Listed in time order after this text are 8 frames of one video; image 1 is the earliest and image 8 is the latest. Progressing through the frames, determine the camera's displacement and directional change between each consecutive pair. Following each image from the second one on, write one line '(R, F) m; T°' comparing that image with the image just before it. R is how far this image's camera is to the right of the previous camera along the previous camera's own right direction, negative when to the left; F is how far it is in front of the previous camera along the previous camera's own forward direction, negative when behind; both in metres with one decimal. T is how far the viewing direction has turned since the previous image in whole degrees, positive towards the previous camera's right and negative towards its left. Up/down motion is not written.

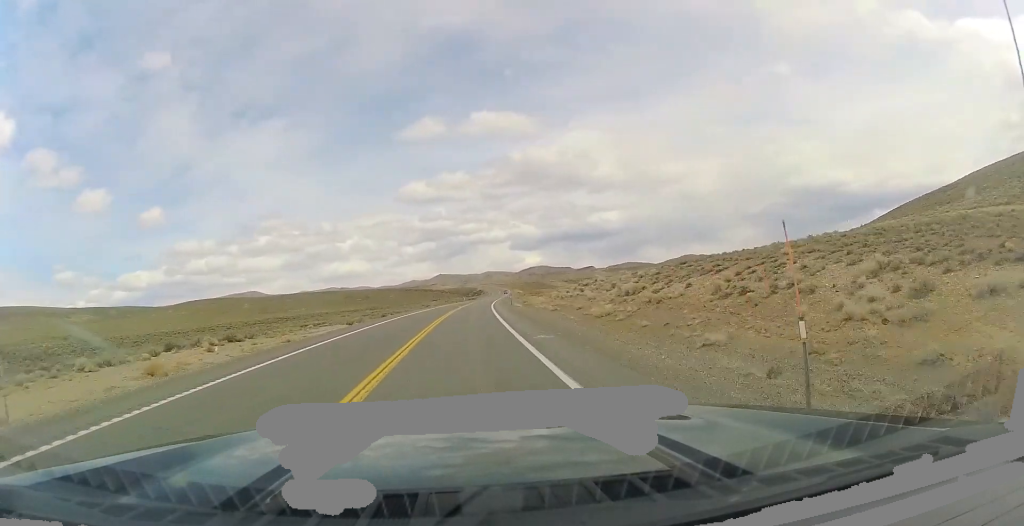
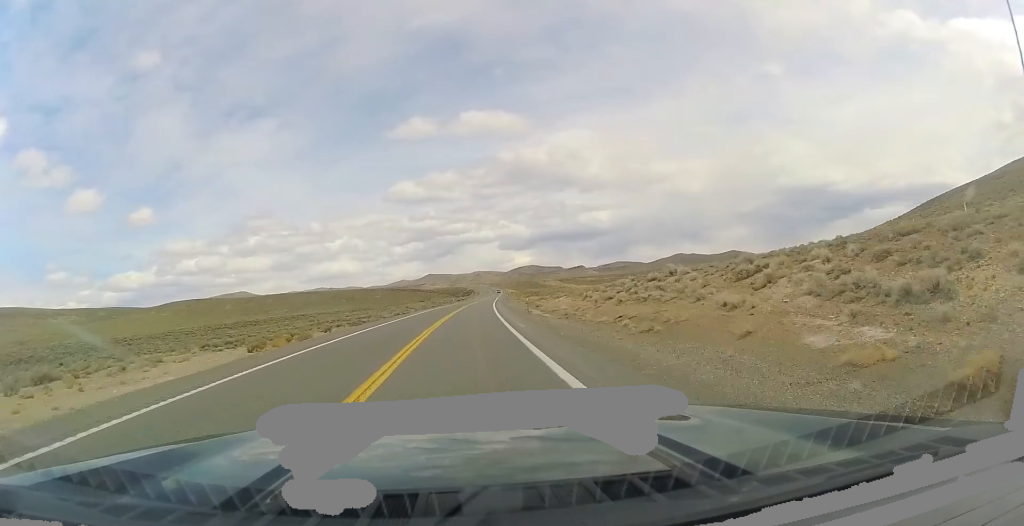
(+0.5, +24.2) m; +2°
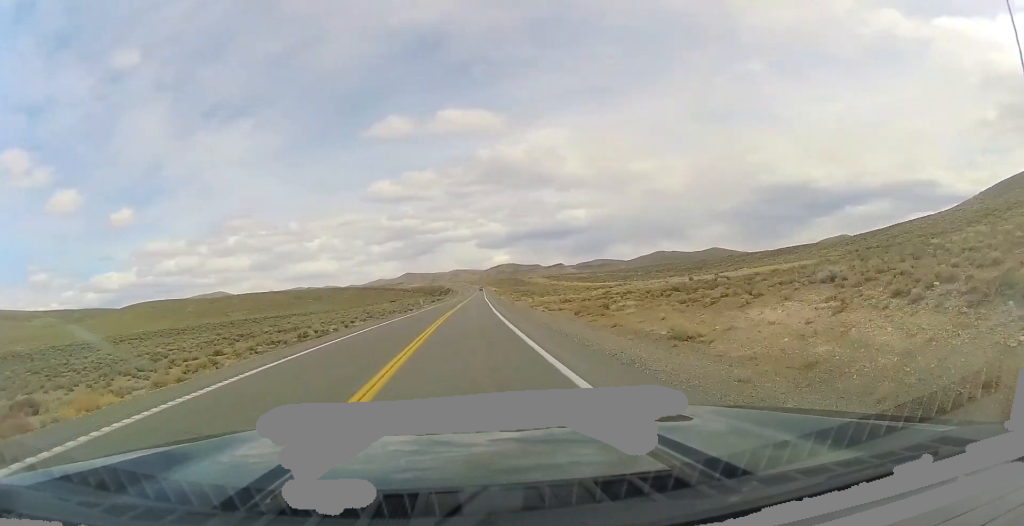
(+1.3, +44.5) m; +2°
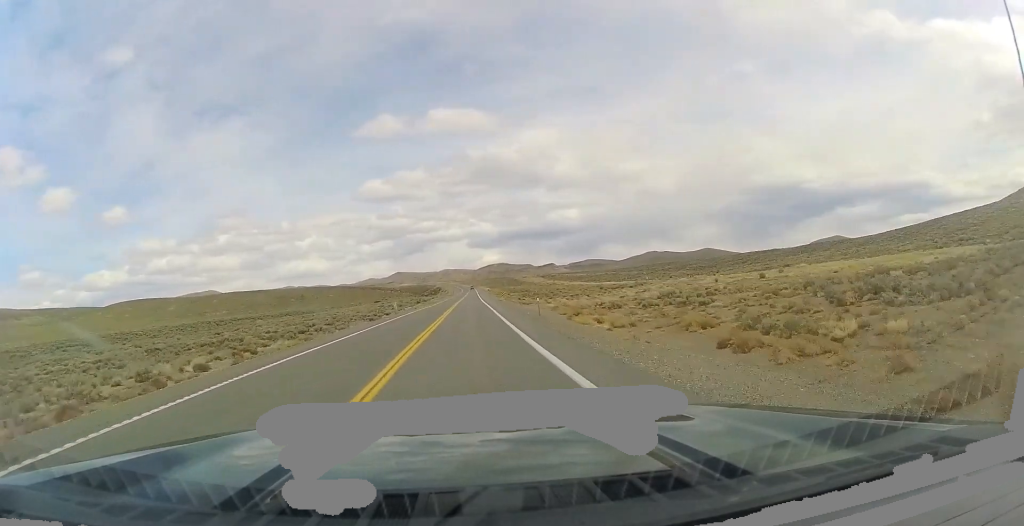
(+0.1, +23.6) m; +1°
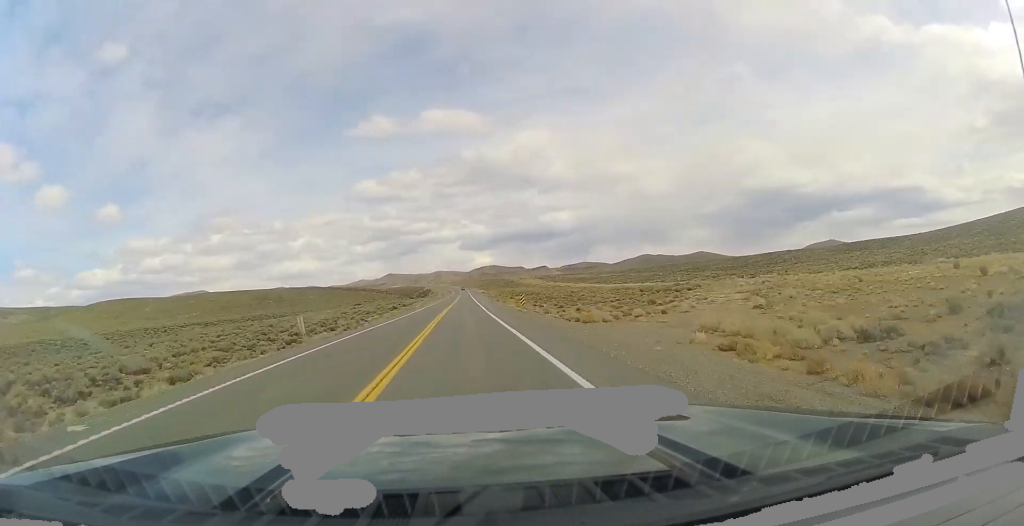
(+0.2, +33.6) m; +1°
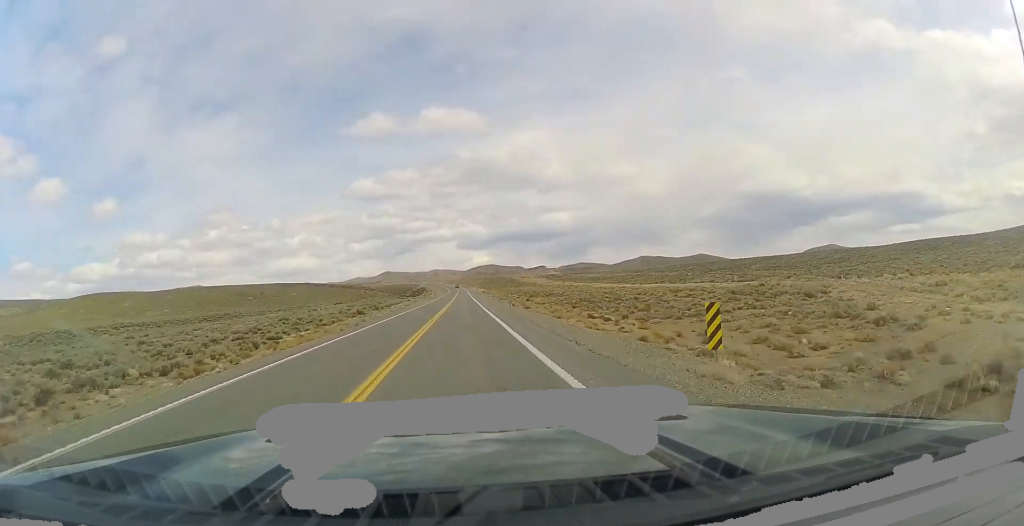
(+0.4, +33.8) m; +1°
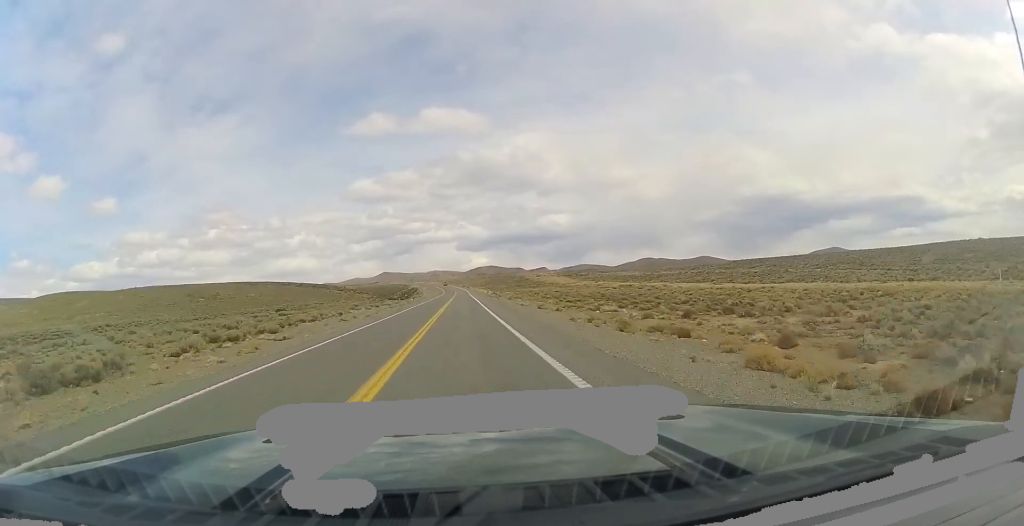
(+0.1, +70.5) m; 0°
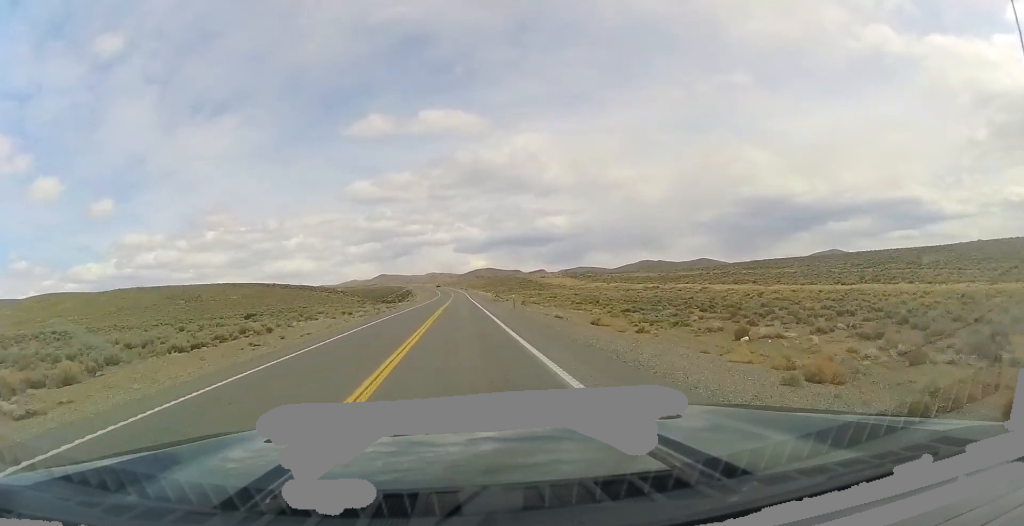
(0.0, +20.6) m; 0°
